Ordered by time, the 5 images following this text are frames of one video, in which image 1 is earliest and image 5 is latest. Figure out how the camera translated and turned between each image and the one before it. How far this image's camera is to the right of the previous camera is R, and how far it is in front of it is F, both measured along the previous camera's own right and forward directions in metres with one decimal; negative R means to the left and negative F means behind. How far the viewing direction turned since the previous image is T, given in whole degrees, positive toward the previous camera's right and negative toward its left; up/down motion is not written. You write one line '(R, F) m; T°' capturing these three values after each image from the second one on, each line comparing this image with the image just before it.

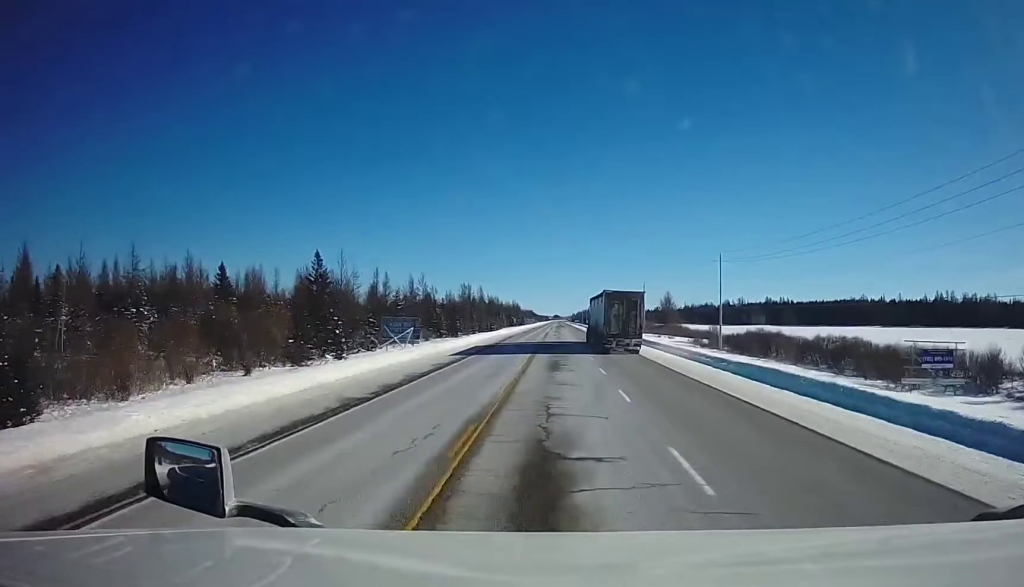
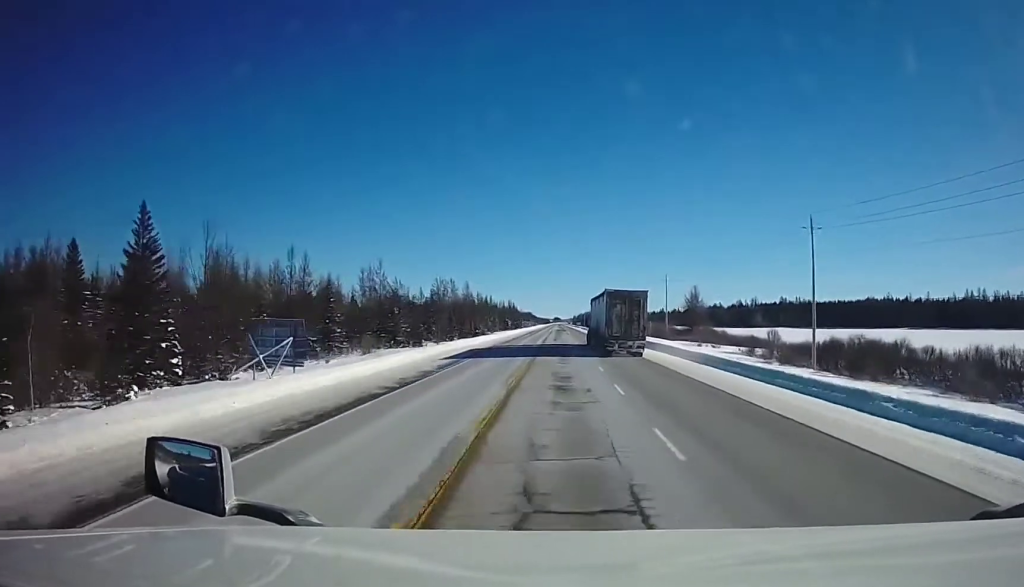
(-0.1, +33.2) m; -1°
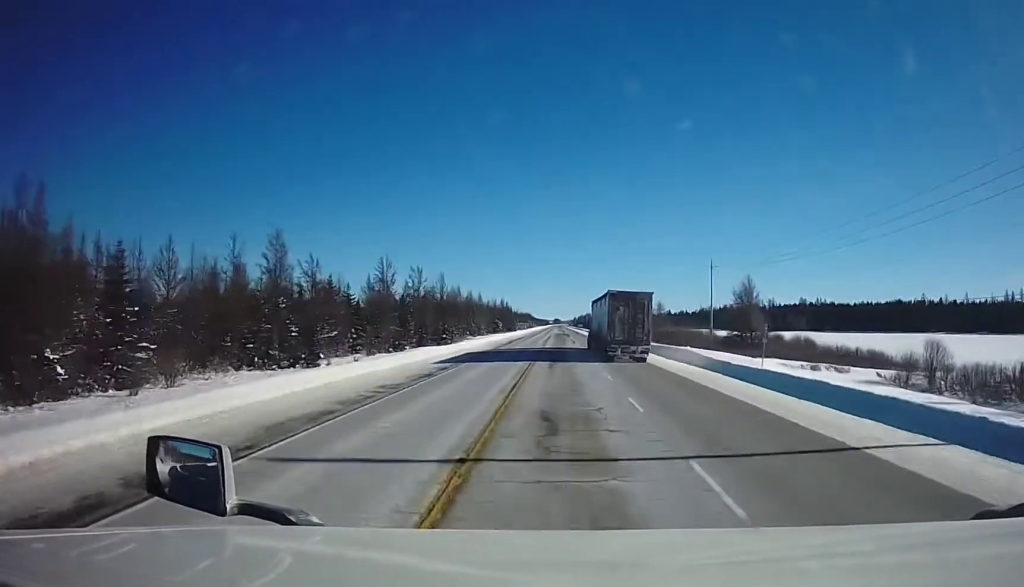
(-0.1, +39.3) m; 0°
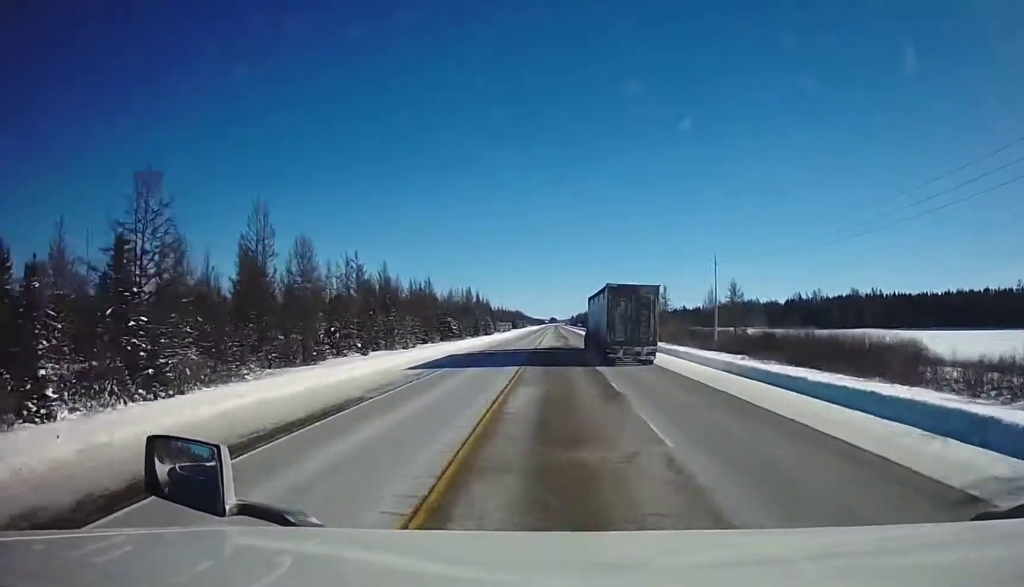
(+0.6, +85.4) m; 0°
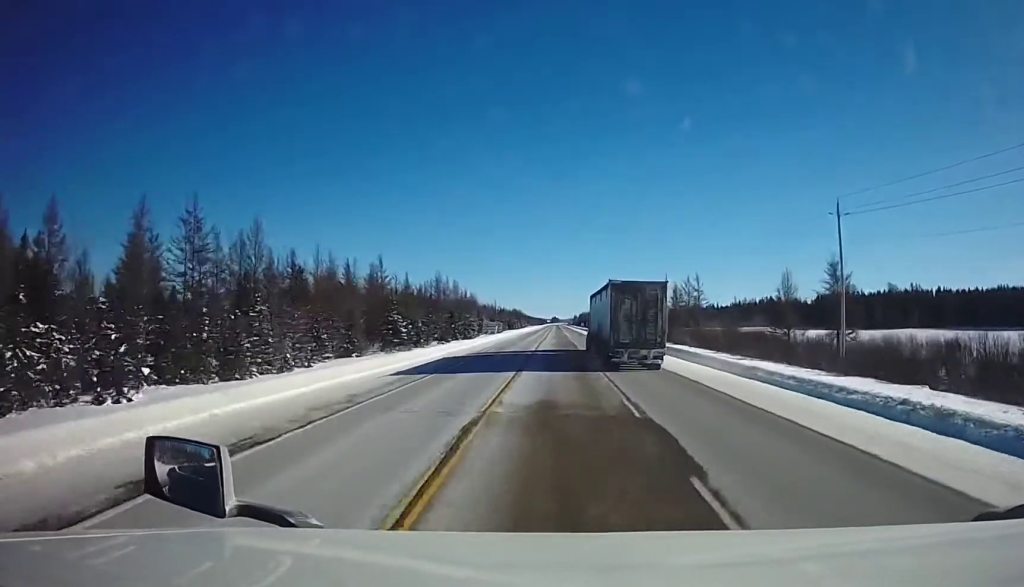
(-0.2, +41.0) m; 0°
